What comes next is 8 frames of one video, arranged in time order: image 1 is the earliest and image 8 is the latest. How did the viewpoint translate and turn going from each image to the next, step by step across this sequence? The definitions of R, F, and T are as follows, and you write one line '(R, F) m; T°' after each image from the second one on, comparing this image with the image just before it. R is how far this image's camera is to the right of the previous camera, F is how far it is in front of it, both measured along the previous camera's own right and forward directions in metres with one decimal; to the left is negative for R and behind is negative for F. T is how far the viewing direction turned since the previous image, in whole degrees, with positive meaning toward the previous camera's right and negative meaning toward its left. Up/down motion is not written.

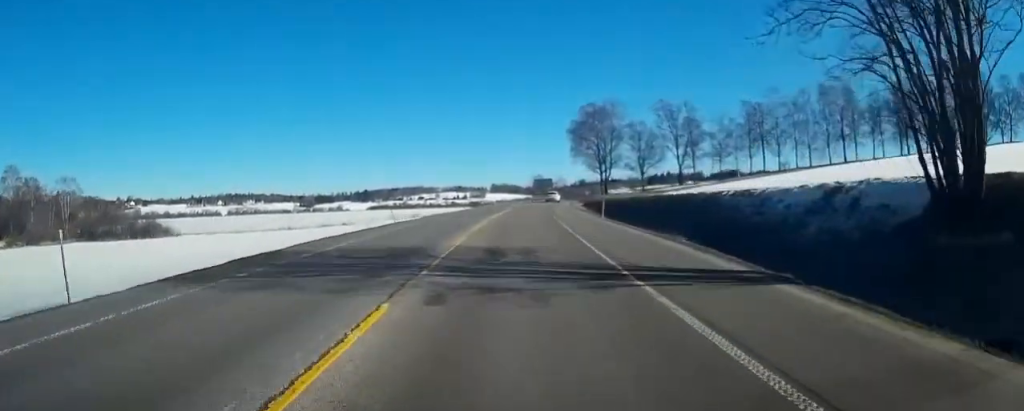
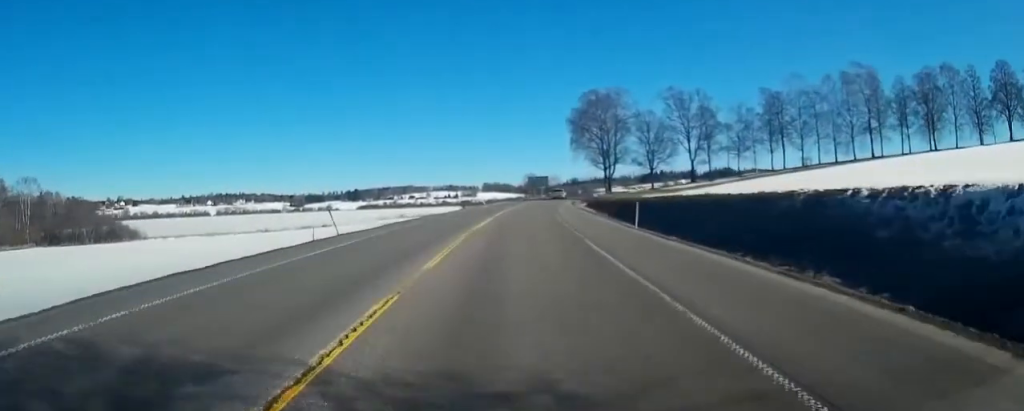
(-0.1, +11.3) m; +1°
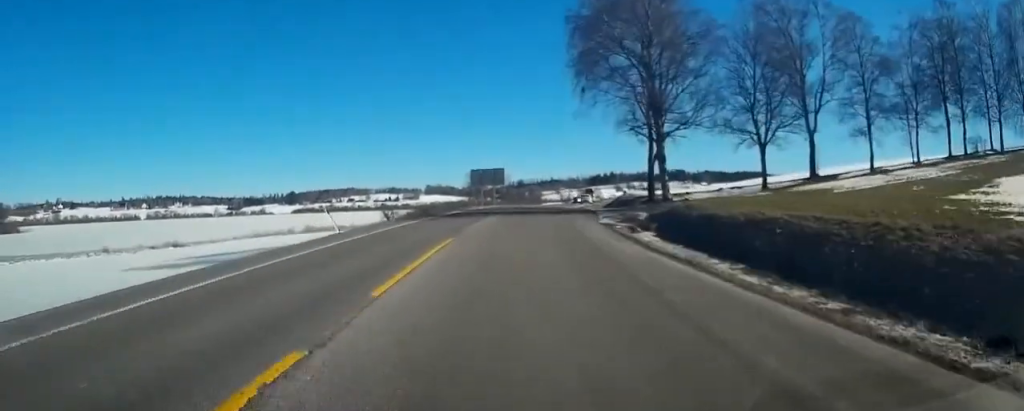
(+2.7, +50.2) m; +6°
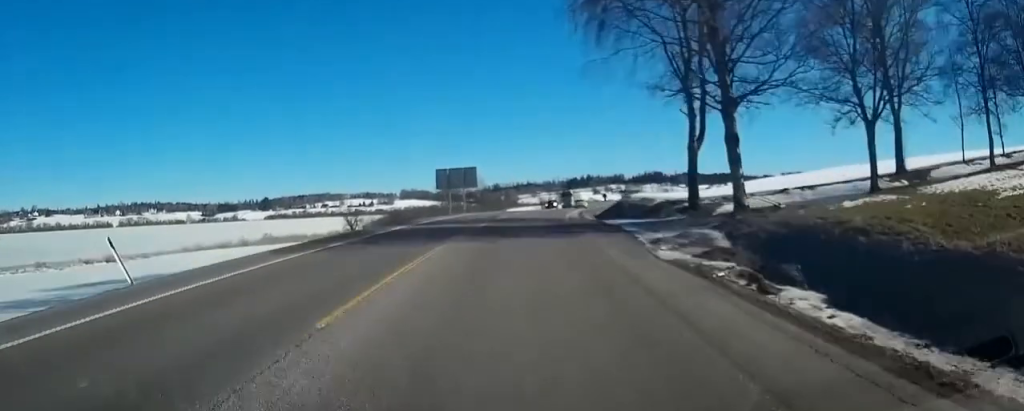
(+0.1, +13.9) m; +2°
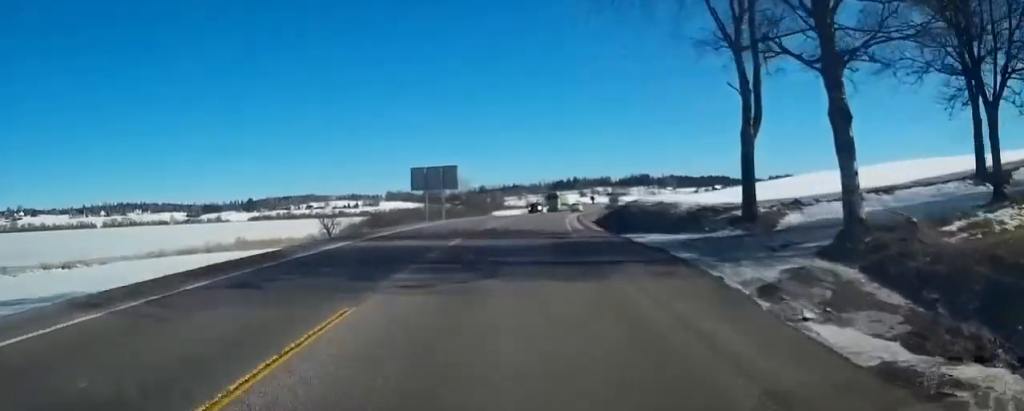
(+0.2, +7.9) m; +2°
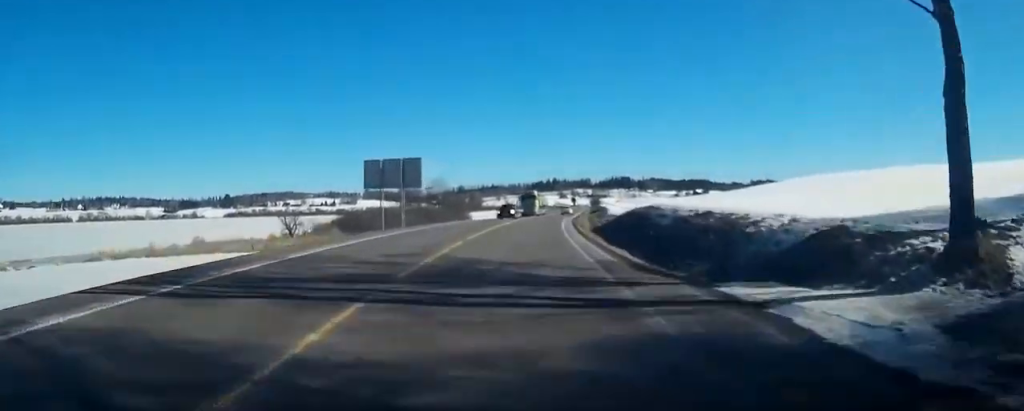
(+0.2, +11.2) m; +2°
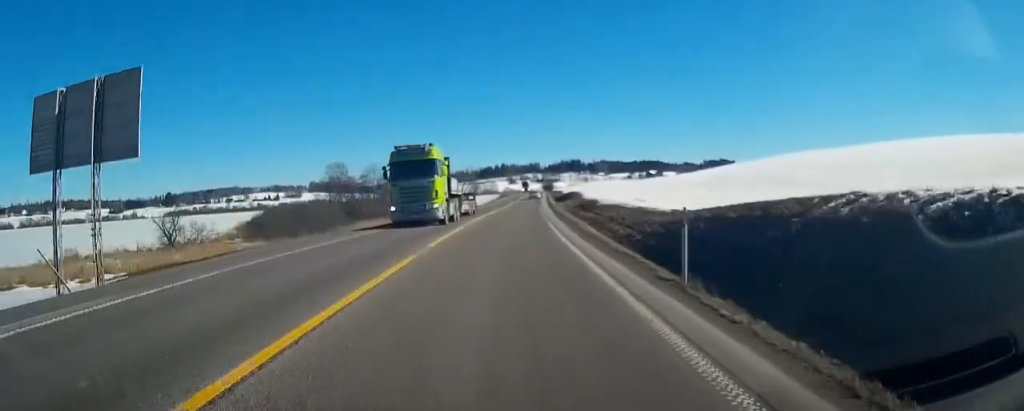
(+1.3, +30.2) m; +3°
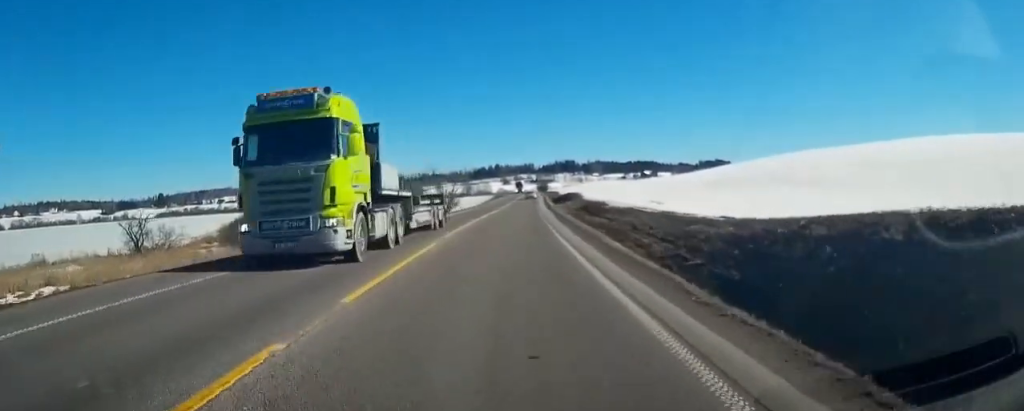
(+0.1, +7.9) m; 0°
